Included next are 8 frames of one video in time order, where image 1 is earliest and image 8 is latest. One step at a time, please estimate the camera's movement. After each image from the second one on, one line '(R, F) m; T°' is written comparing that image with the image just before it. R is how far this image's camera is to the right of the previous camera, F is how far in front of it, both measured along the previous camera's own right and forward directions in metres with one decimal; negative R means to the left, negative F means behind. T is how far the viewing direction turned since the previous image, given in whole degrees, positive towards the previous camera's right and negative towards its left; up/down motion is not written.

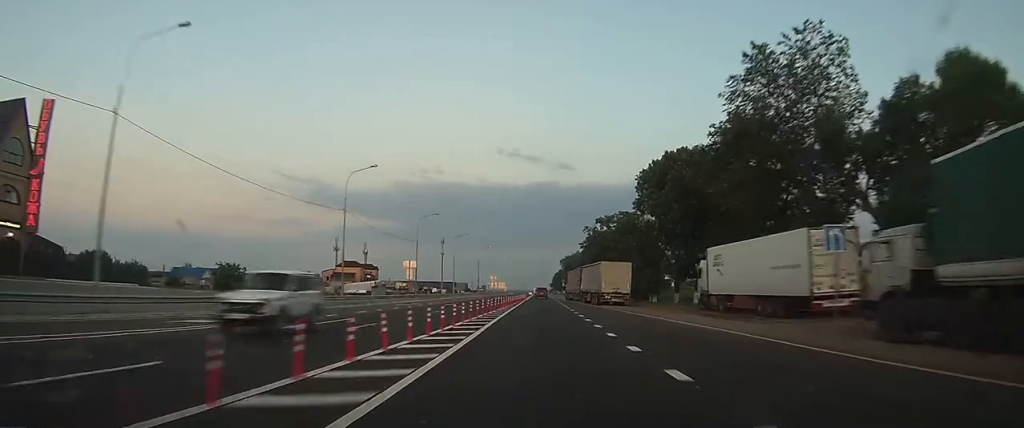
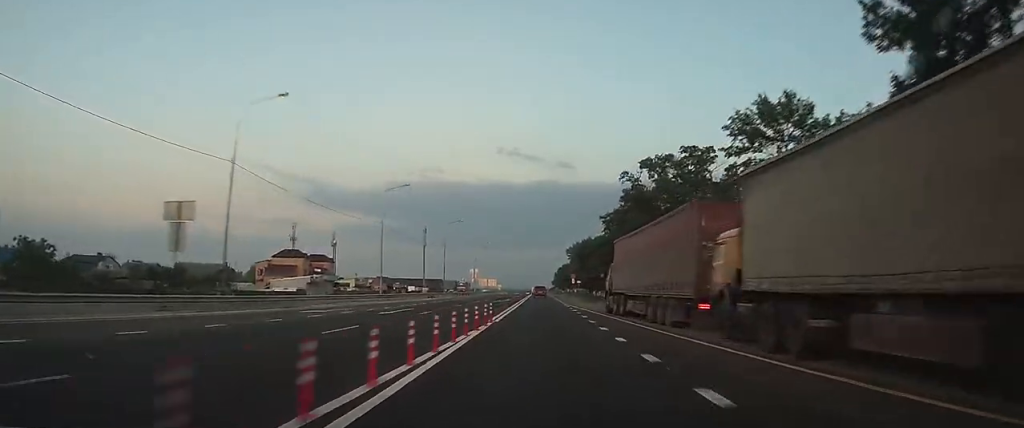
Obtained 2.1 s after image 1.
(-0.1, +50.4) m; 0°
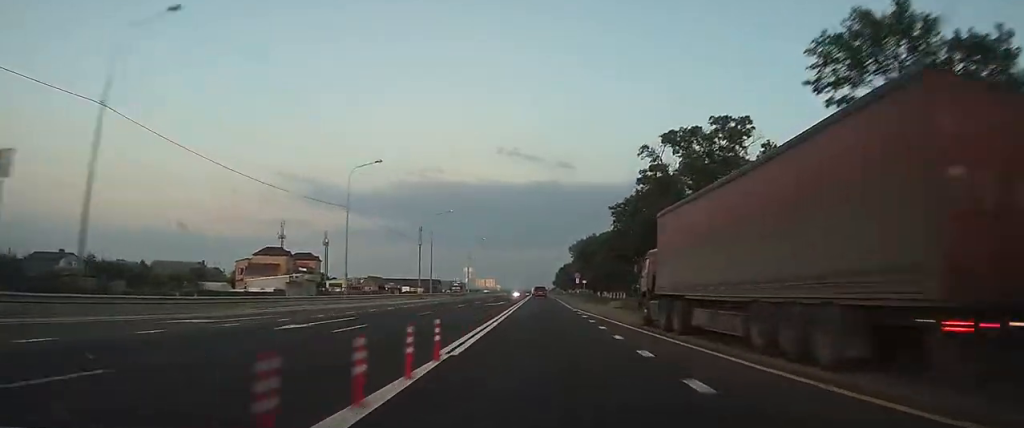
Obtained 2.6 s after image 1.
(0.0, +11.2) m; 0°
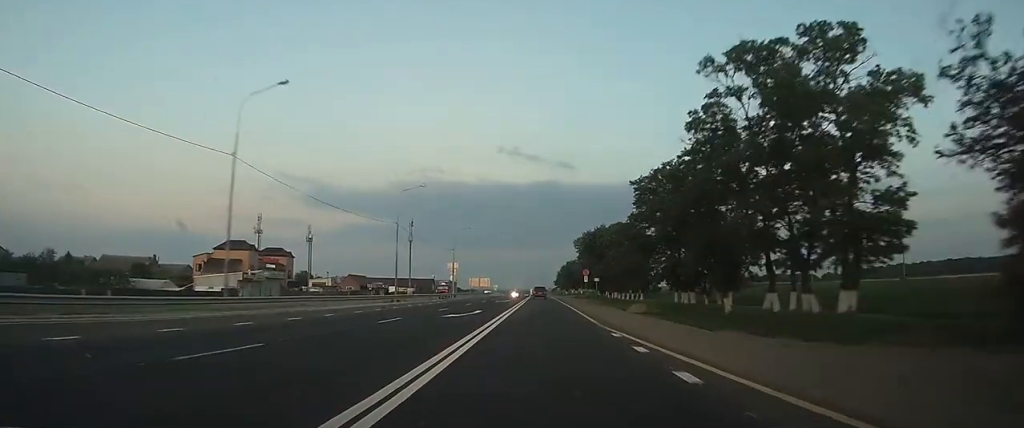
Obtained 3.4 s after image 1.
(0.0, +19.3) m; 0°
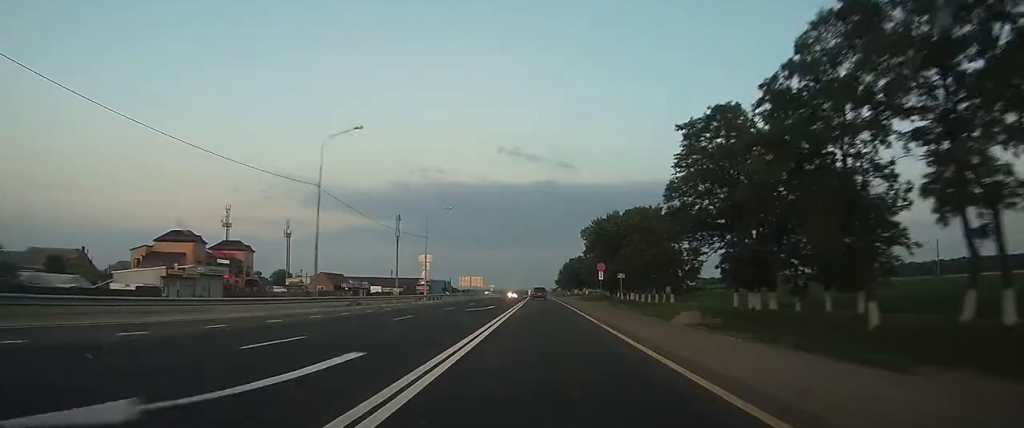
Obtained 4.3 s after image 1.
(0.0, +21.7) m; 0°
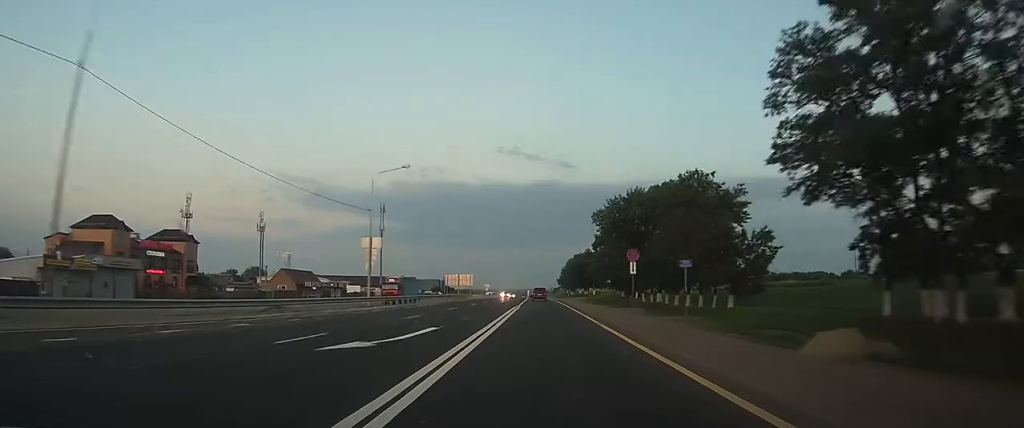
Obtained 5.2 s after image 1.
(-0.1, +22.5) m; 0°
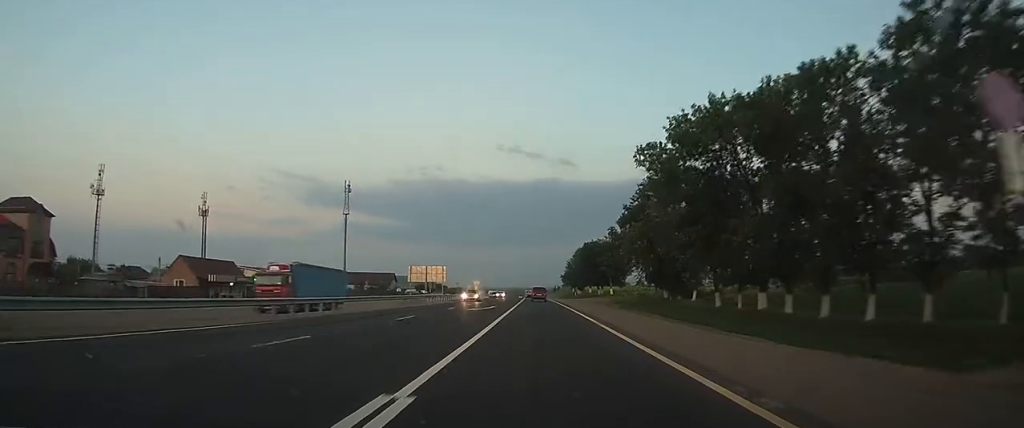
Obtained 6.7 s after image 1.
(0.0, +37.0) m; 0°
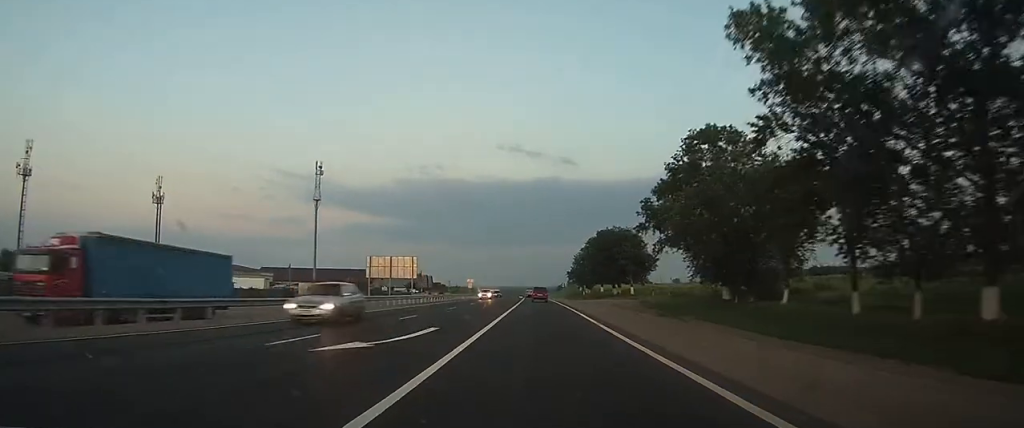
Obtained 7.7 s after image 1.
(+0.1, +23.3) m; 0°
